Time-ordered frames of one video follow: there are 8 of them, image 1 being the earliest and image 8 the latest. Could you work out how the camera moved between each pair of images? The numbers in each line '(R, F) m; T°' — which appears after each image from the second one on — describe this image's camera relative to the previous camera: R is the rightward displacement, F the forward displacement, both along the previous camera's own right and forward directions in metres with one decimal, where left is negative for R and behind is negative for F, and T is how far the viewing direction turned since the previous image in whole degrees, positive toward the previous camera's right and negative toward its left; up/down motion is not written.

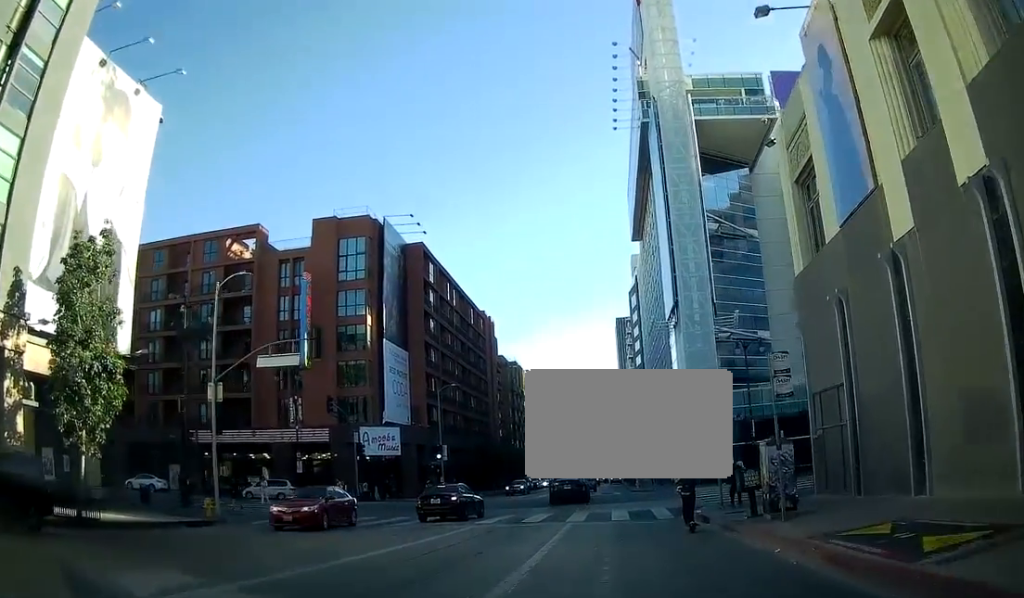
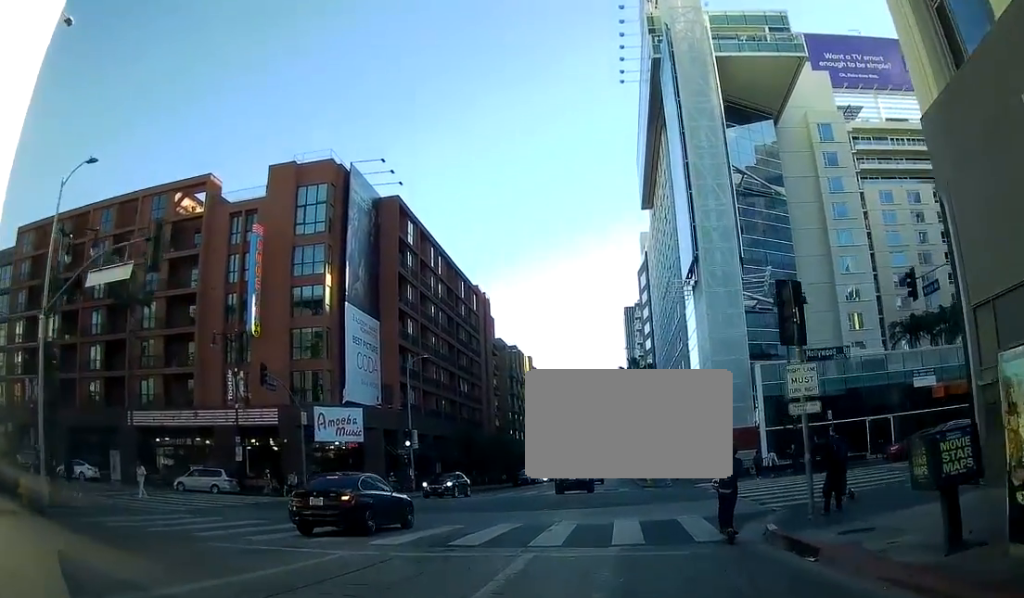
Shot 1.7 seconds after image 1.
(+0.2, +9.6) m; -1°
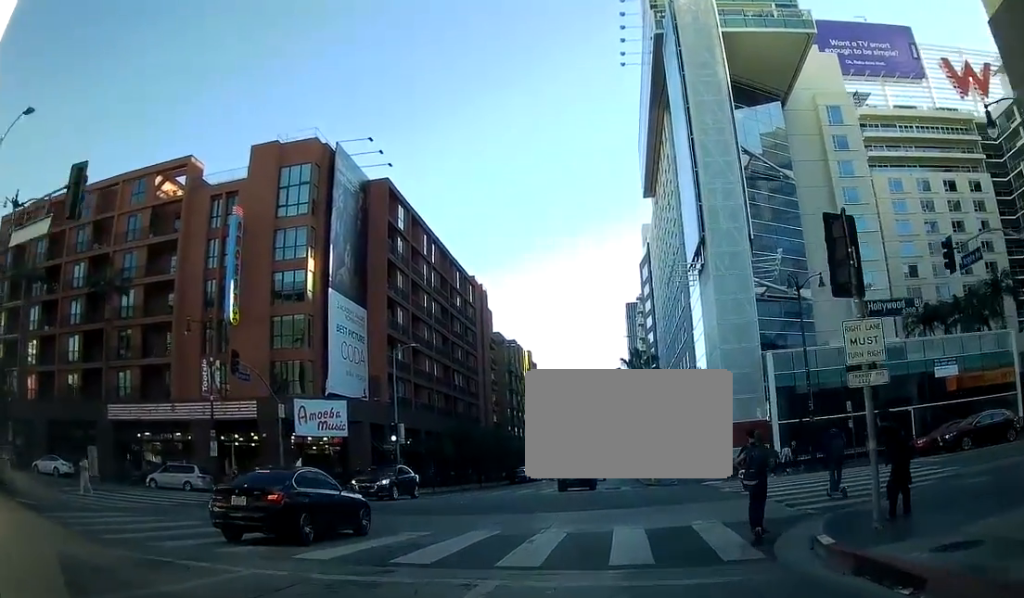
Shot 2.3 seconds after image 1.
(-0.5, +3.4) m; -1°
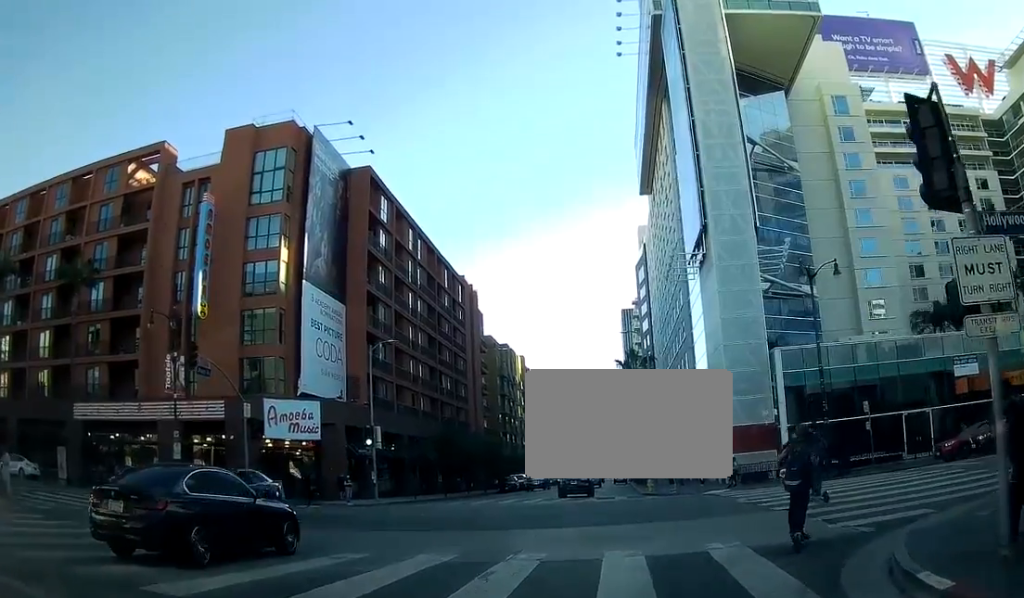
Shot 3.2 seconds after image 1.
(+0.5, +3.6) m; +7°
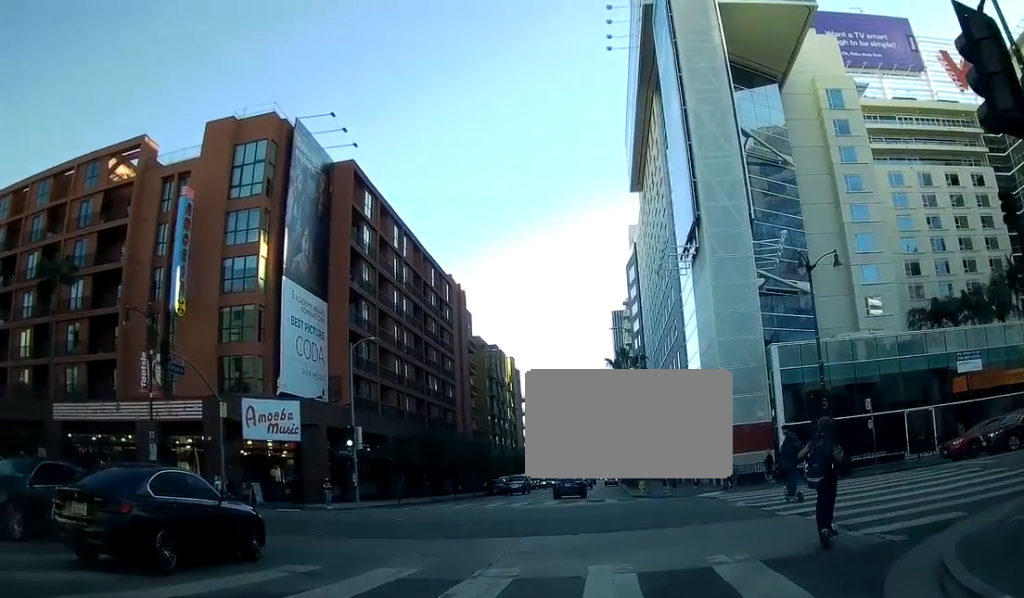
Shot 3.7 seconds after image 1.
(0.0, +1.9) m; +4°
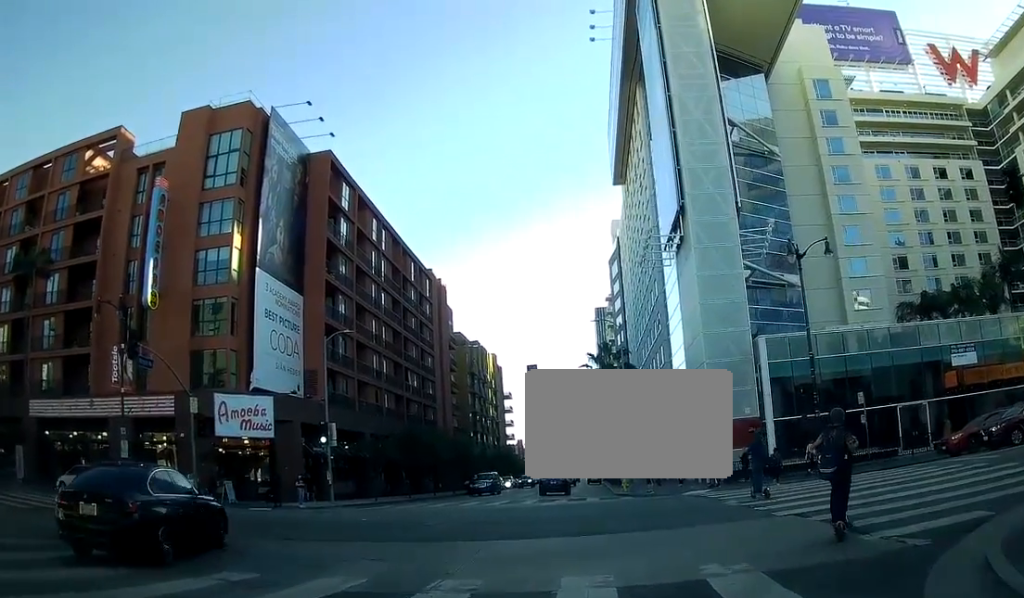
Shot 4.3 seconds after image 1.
(-0.1, +1.9) m; +3°
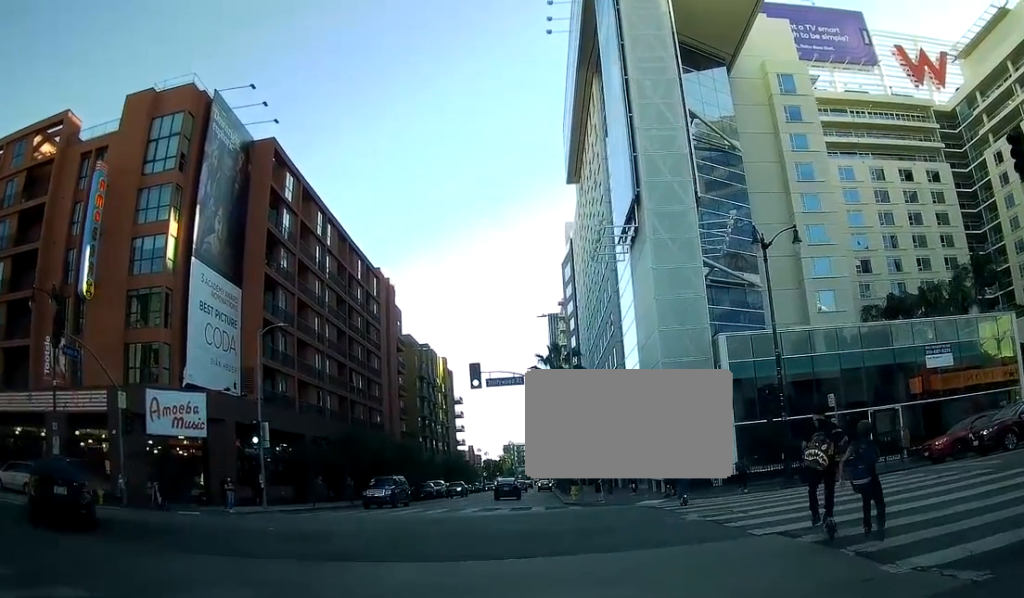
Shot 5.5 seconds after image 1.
(+0.4, +2.7) m; +16°
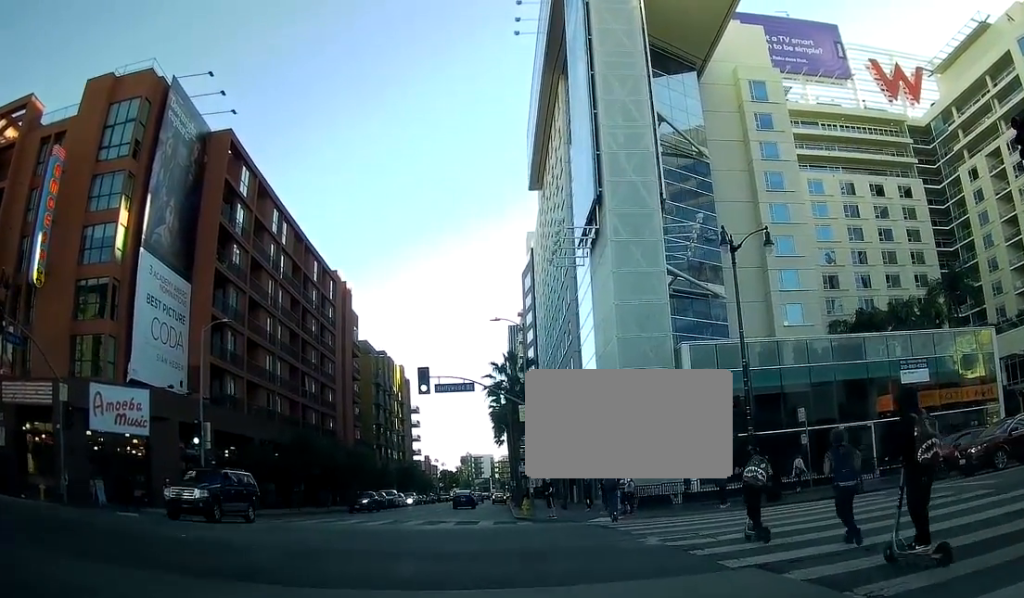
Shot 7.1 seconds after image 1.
(-0.1, +2.1) m; 0°
